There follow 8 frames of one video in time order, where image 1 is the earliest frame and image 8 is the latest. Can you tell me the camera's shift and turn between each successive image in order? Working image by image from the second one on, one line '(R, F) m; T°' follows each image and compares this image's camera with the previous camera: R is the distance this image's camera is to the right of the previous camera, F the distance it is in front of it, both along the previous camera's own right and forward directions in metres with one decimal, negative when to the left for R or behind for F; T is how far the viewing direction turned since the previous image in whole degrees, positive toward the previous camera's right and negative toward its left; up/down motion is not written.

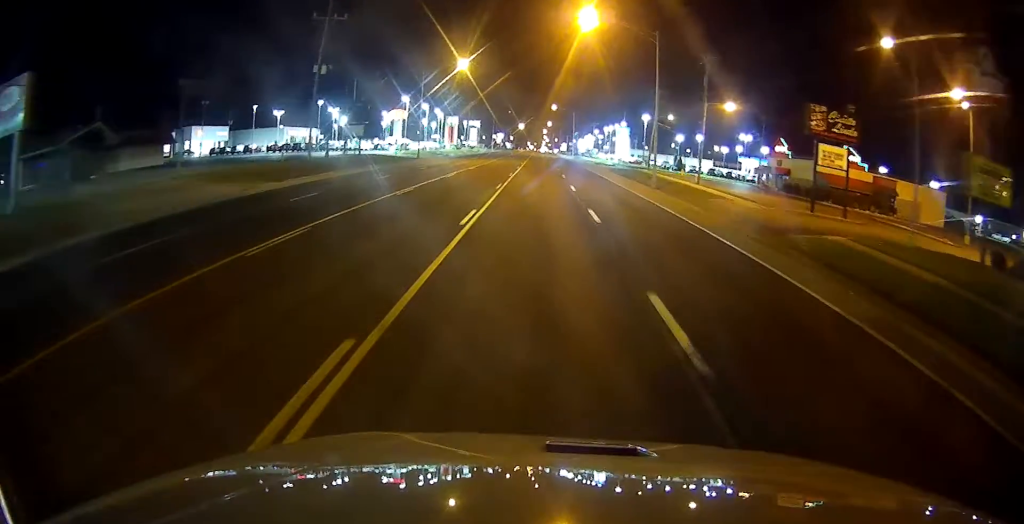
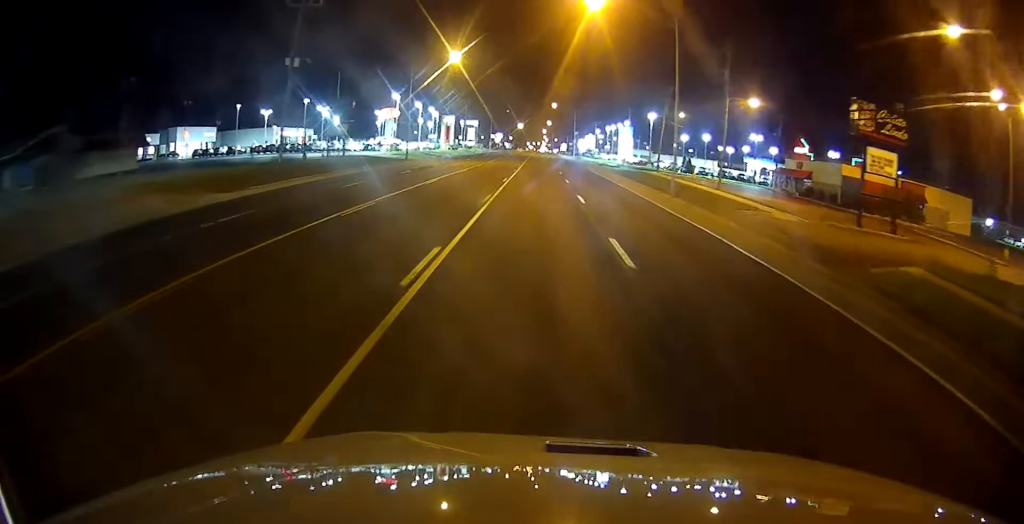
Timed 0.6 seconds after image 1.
(-0.2, +6.4) m; -2°
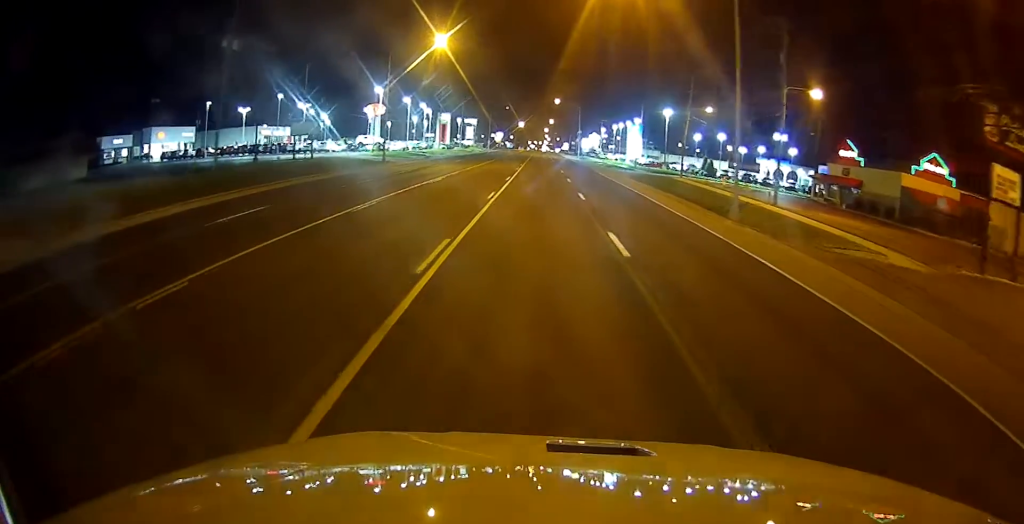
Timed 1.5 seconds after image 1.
(0.0, +11.1) m; 0°
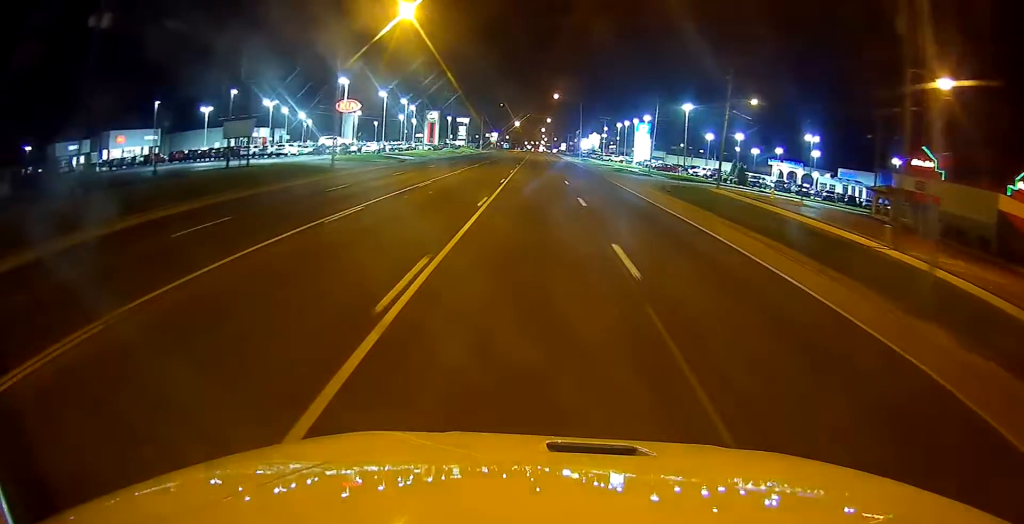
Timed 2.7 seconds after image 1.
(+0.3, +13.6) m; +3°
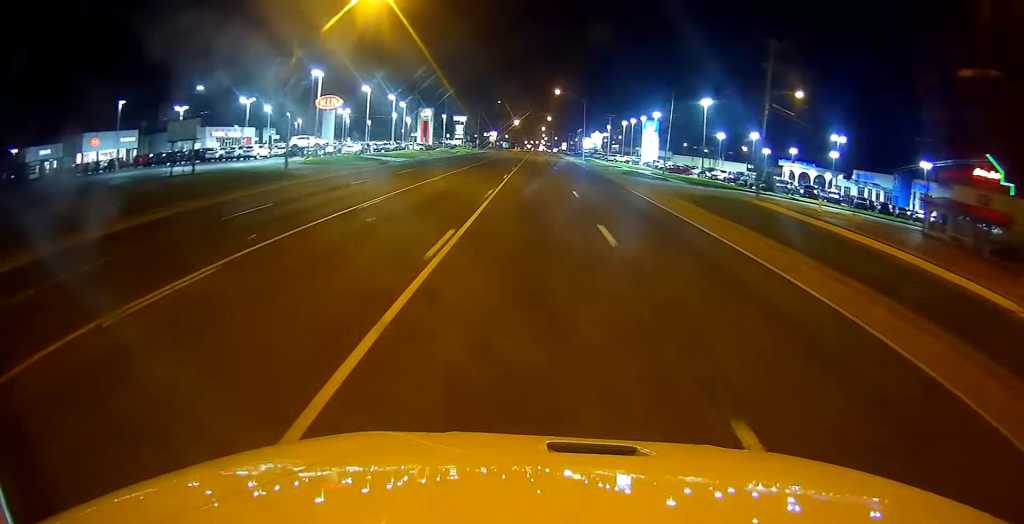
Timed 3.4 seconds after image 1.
(+0.5, +8.3) m; 0°
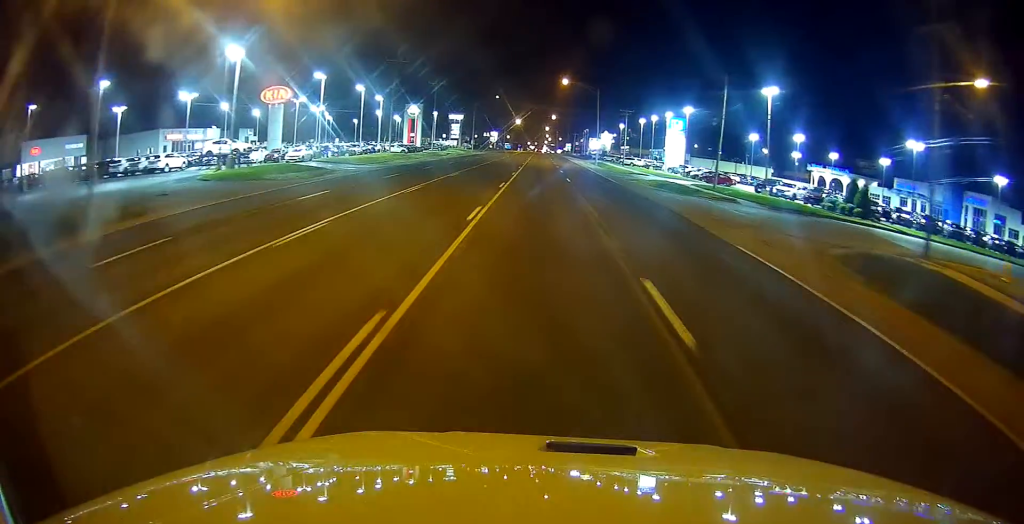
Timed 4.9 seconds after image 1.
(-1.0, +18.1) m; -2°
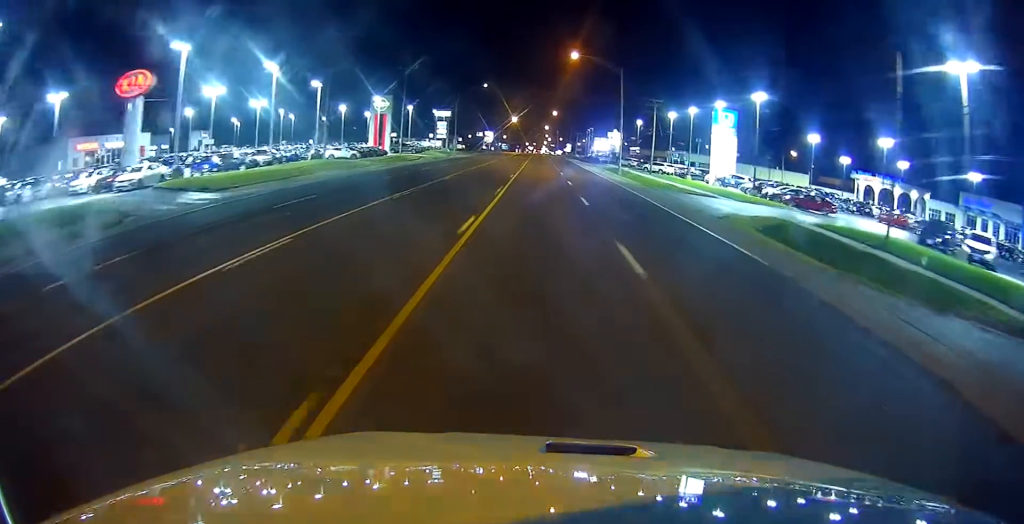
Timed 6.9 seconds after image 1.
(+0.8, +25.7) m; 0°
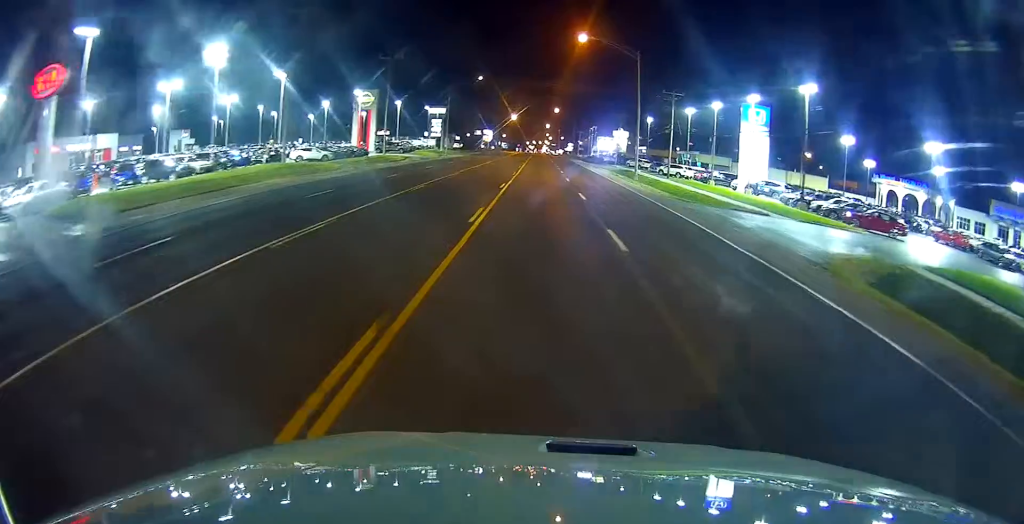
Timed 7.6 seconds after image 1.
(-0.3, +10.0) m; -2°
